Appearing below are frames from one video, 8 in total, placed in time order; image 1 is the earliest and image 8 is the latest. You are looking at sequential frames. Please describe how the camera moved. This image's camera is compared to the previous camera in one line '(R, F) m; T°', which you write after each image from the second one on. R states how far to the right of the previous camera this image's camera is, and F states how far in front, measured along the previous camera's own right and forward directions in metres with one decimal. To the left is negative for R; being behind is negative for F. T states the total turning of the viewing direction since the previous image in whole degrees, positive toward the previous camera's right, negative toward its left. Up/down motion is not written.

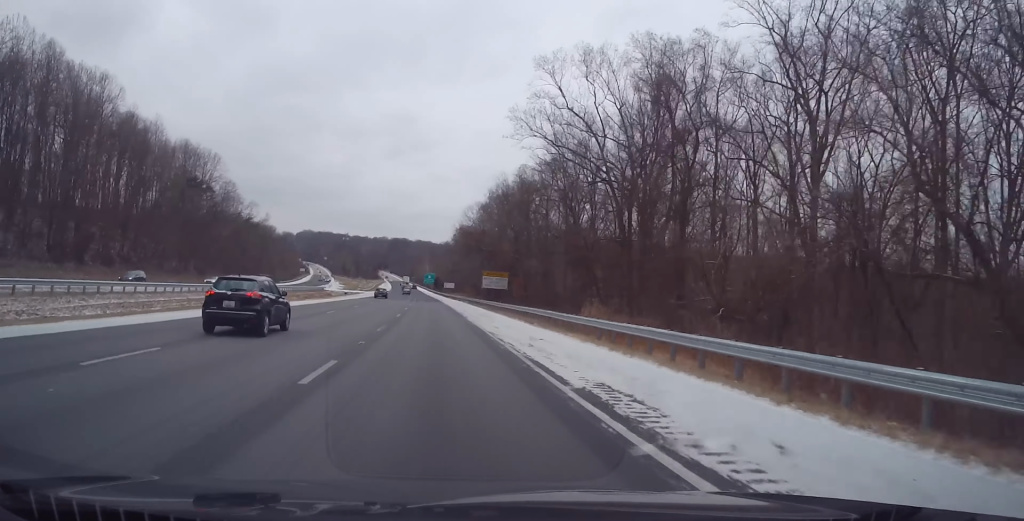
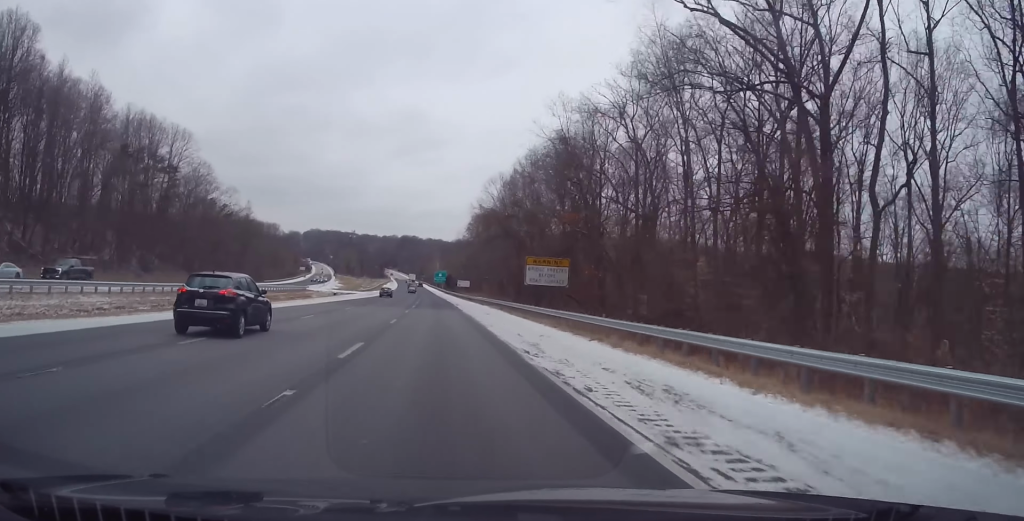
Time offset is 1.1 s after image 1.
(-0.3, +32.7) m; 0°
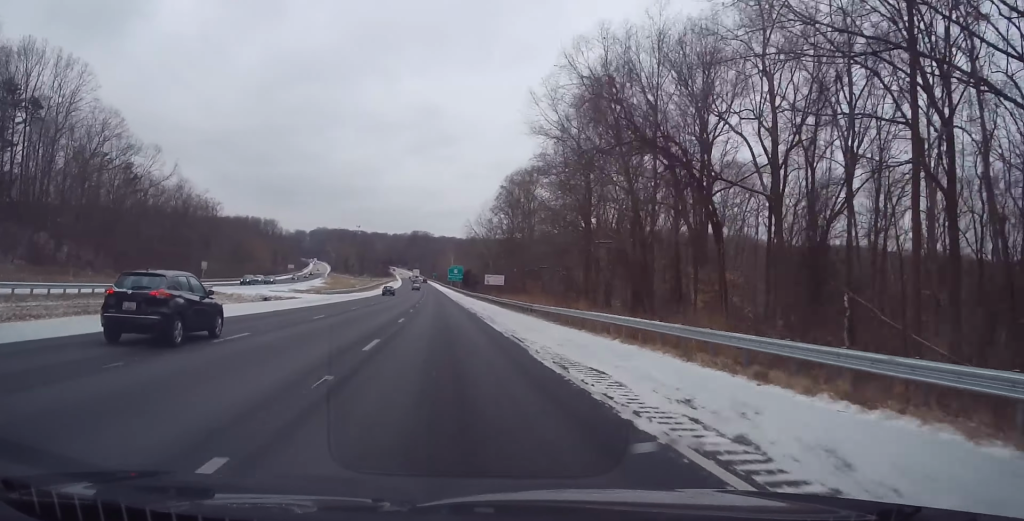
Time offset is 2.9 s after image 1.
(-0.1, +60.0) m; -1°
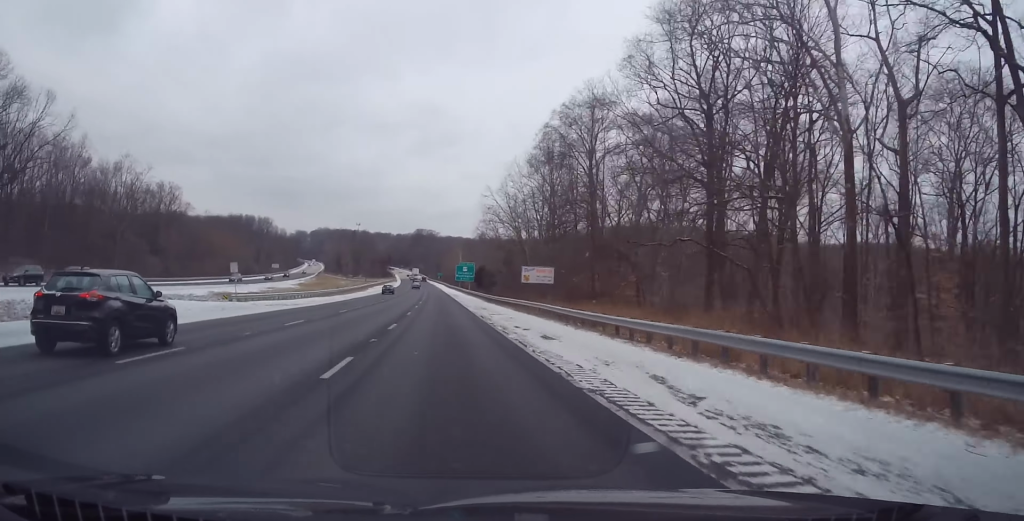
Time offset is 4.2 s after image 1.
(-0.3, +40.8) m; -1°
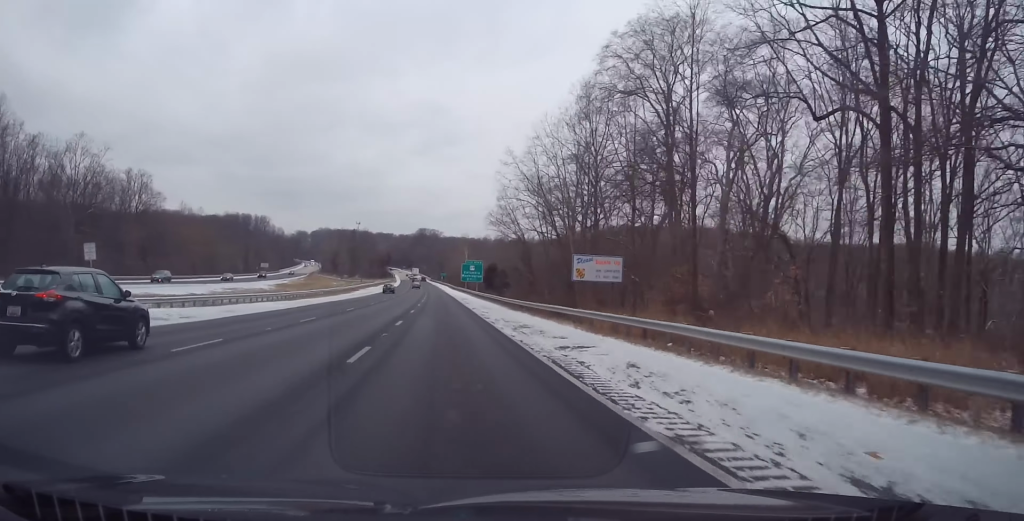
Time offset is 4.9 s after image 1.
(-0.3, +22.4) m; 0°
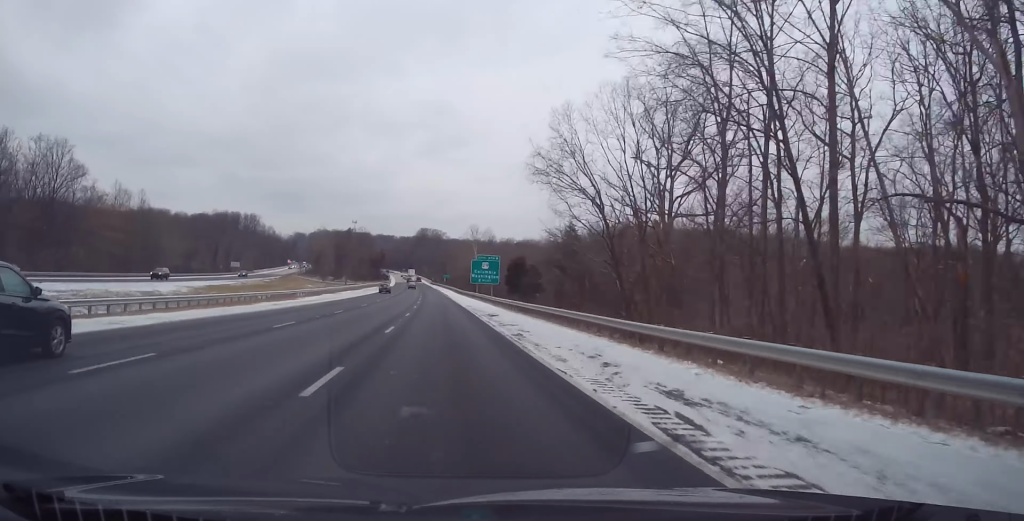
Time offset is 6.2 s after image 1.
(-0.2, +39.6) m; 0°
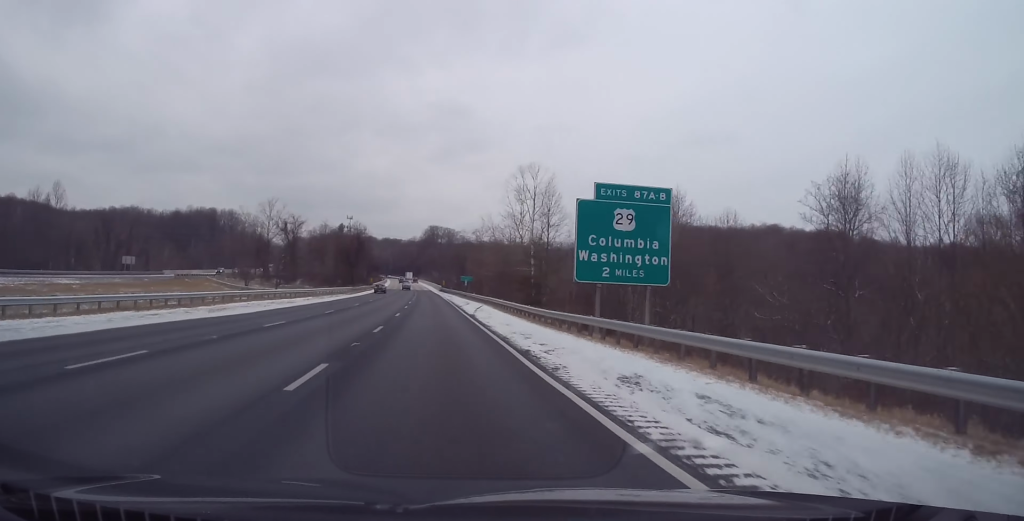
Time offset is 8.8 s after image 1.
(-0.6, +84.5) m; -1°
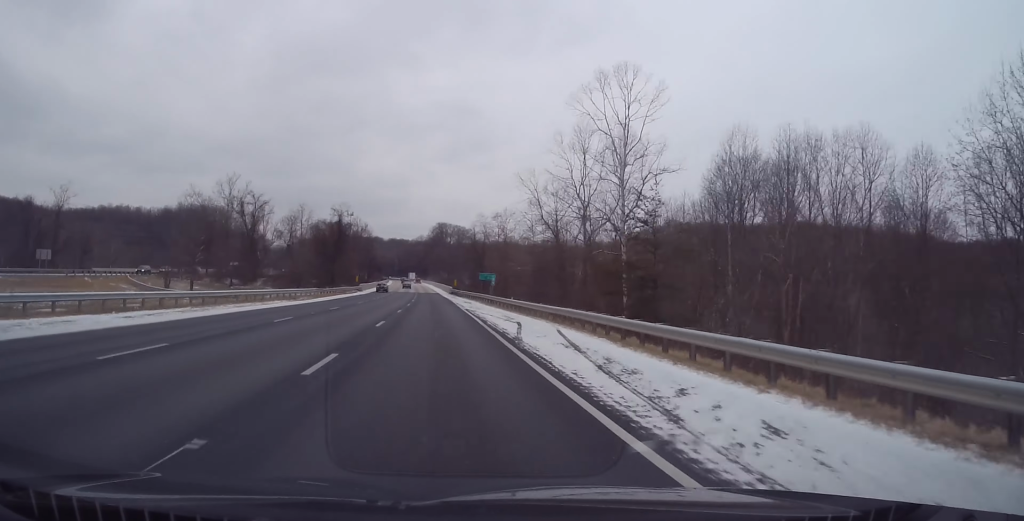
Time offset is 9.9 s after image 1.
(-0.4, +34.5) m; -1°
